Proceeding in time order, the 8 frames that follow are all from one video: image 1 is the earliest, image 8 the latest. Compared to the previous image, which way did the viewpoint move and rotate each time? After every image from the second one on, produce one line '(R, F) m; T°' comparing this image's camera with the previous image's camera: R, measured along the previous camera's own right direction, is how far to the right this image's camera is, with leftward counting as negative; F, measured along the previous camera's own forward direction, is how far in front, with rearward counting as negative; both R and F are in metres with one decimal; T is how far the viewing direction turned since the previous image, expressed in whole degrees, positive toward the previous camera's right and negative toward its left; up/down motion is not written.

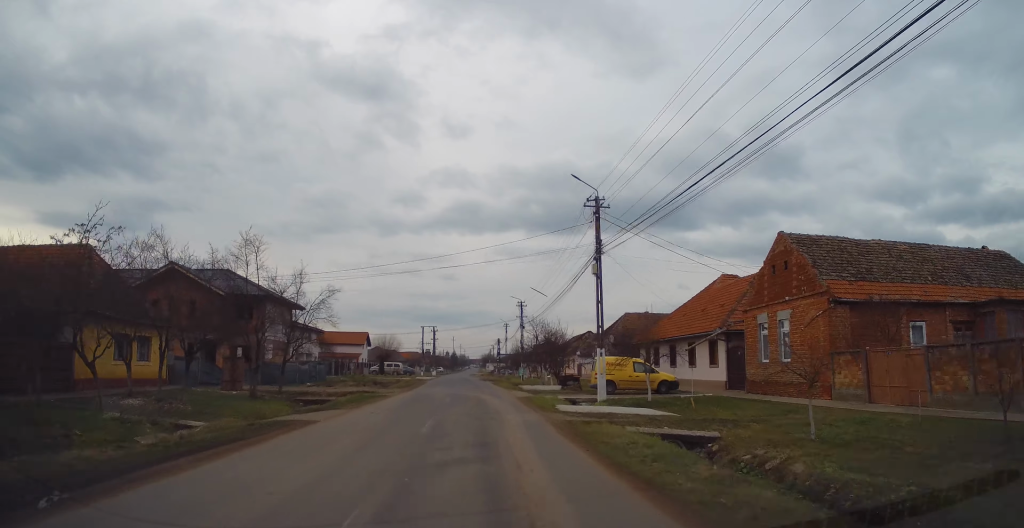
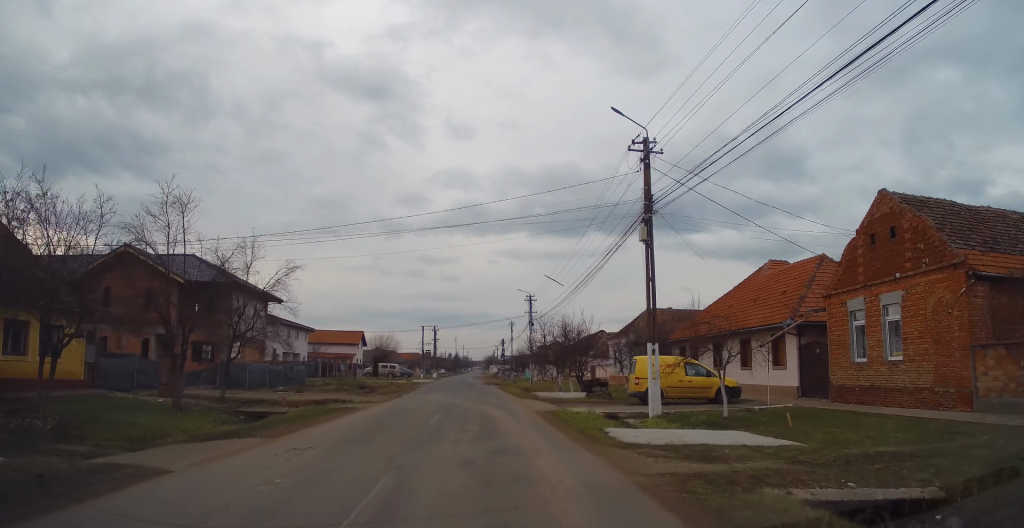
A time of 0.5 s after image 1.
(-0.3, +7.5) m; 0°
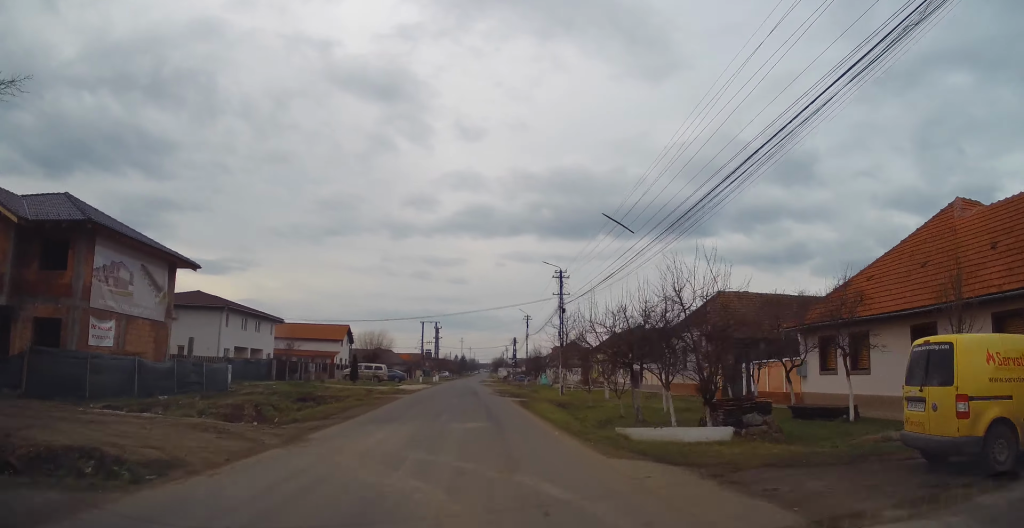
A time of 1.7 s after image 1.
(+0.4, +16.8) m; 0°
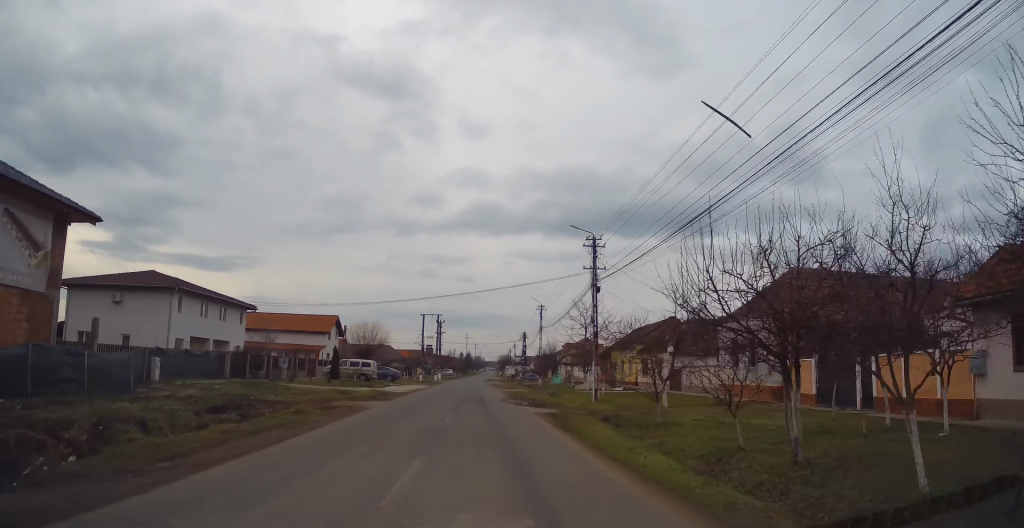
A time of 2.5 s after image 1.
(-0.4, +10.3) m; 0°
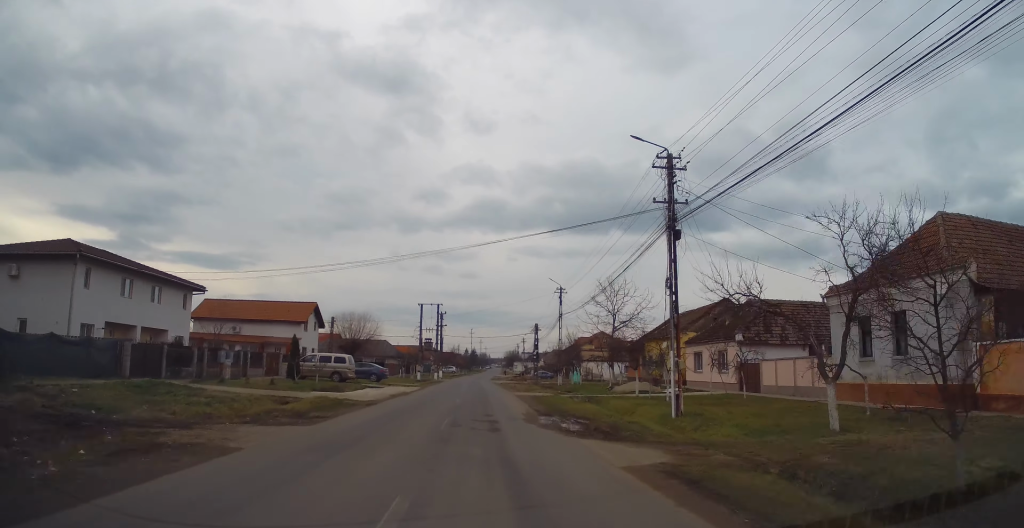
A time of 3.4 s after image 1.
(+0.4, +12.5) m; 0°
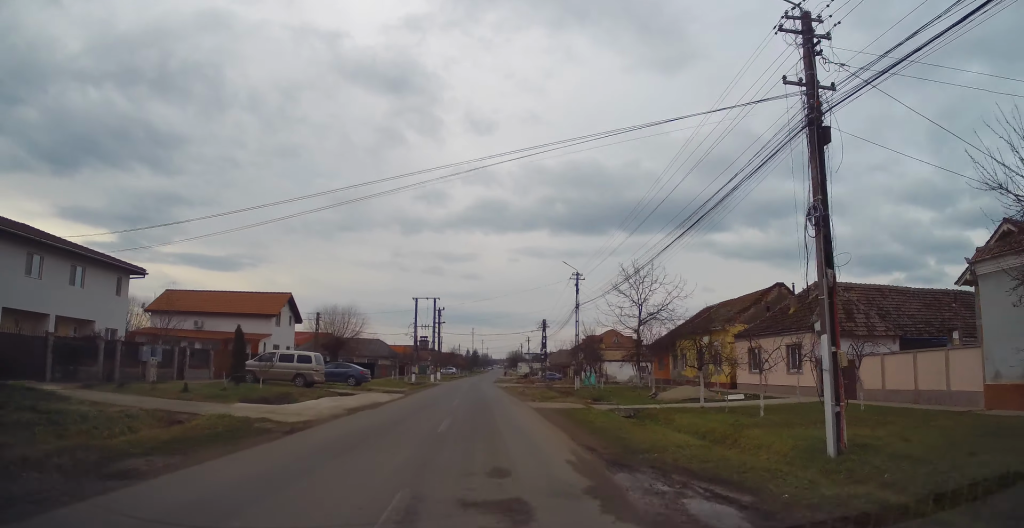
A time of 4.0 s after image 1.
(-0.1, +9.1) m; 0°
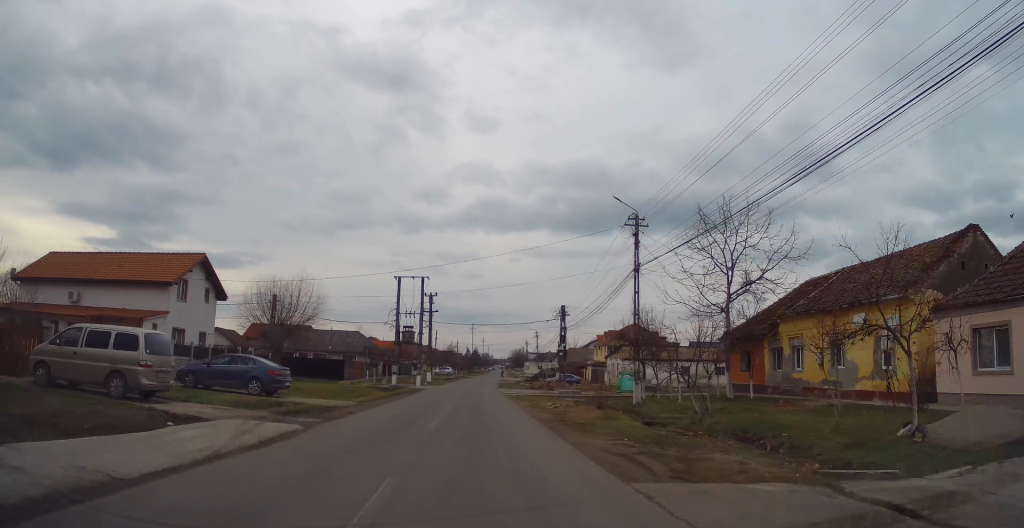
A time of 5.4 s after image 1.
(+0.1, +17.9) m; 0°
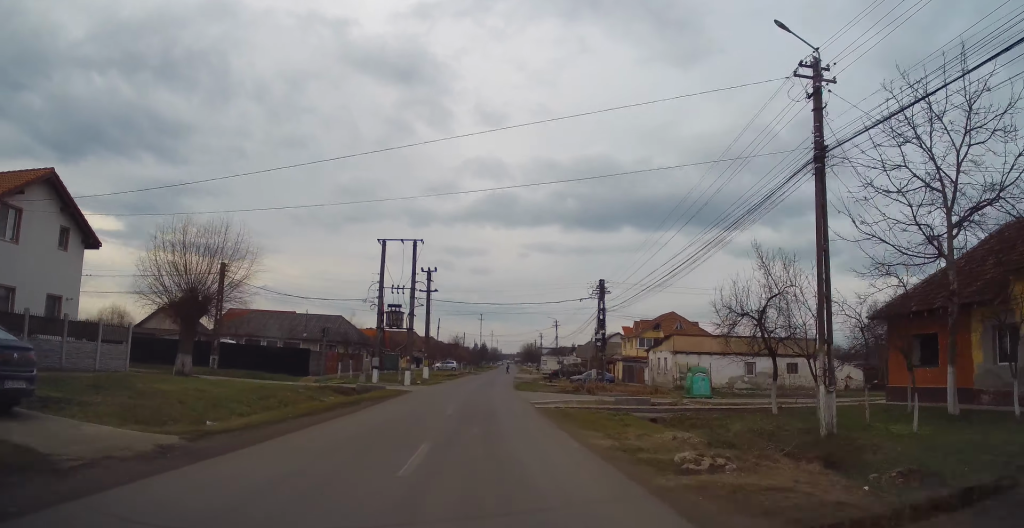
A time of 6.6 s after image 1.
(-0.4, +15.5) m; -3°
